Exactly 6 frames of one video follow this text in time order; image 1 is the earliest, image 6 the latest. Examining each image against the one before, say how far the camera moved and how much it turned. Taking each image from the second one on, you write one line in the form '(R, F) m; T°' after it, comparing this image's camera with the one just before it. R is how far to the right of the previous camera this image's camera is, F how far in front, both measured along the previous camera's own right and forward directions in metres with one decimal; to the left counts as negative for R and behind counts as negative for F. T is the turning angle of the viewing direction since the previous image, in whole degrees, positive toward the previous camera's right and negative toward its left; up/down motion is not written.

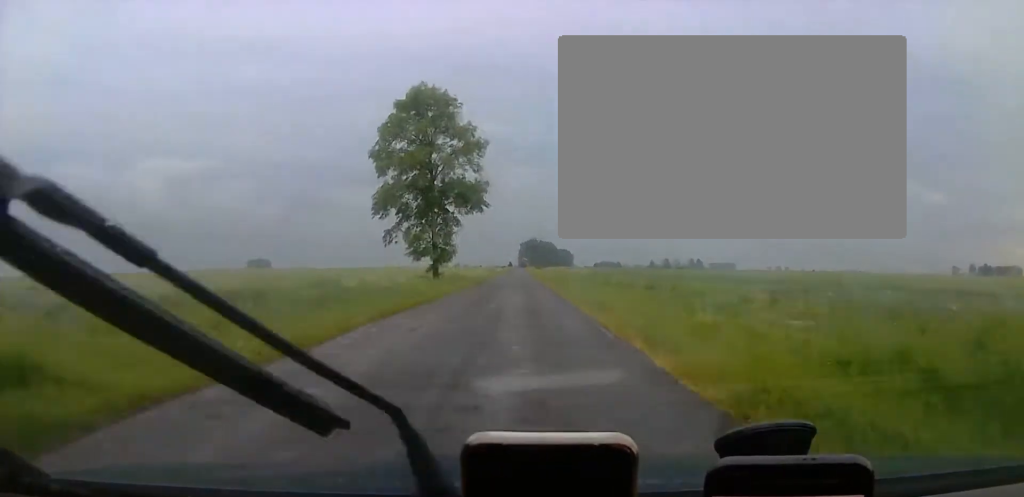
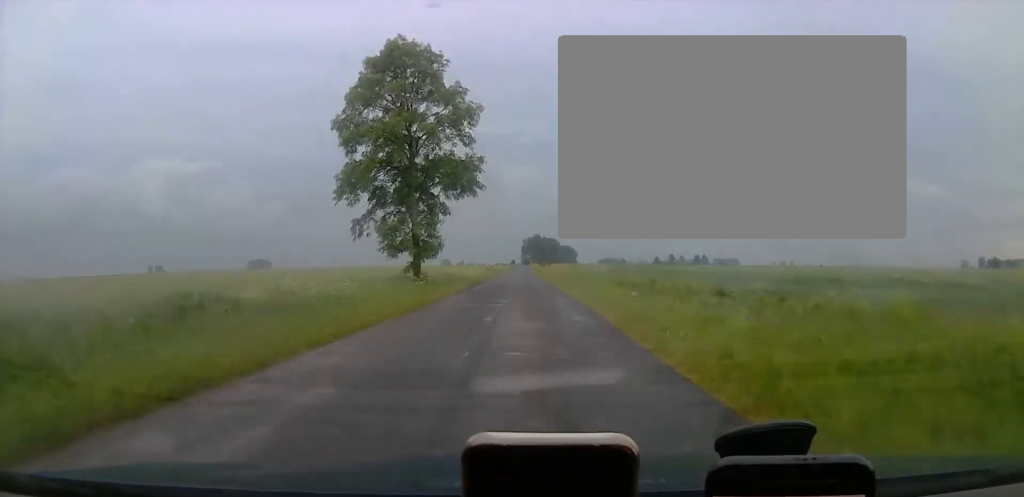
(-0.1, +11.4) m; 0°
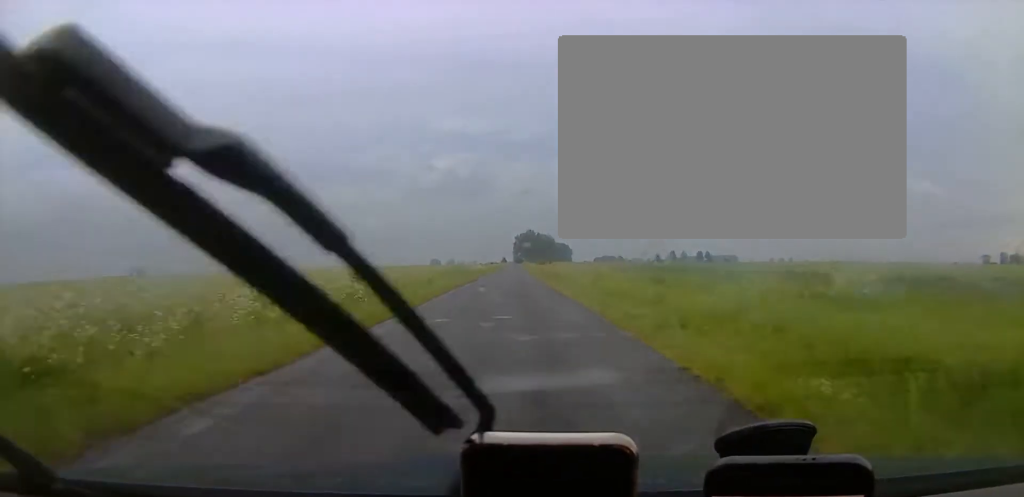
(+1.2, +51.7) m; +1°
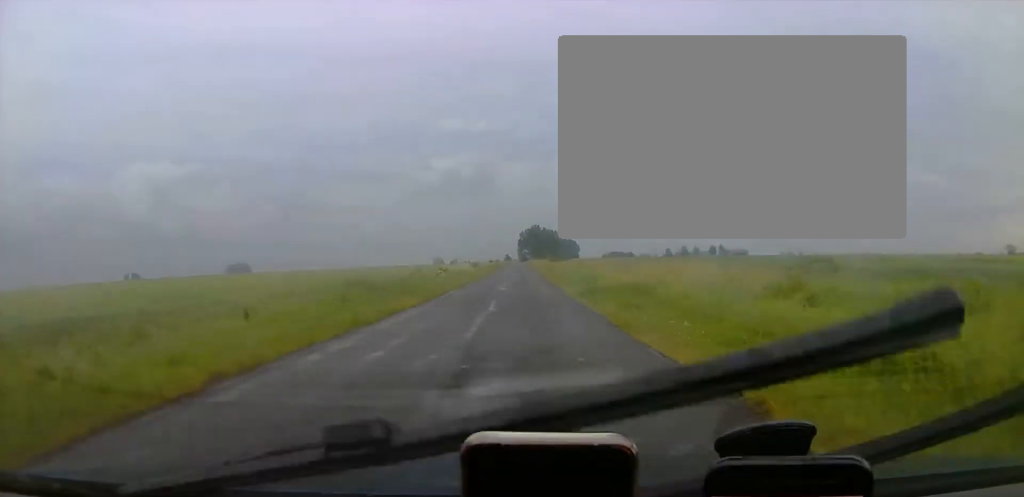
(-0.4, +36.4) m; -1°
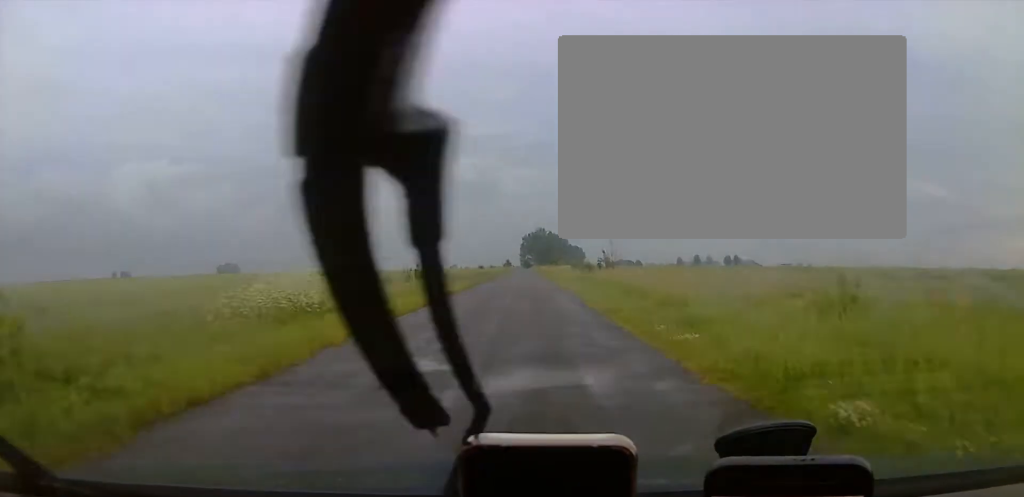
(-0.5, +44.6) m; -1°
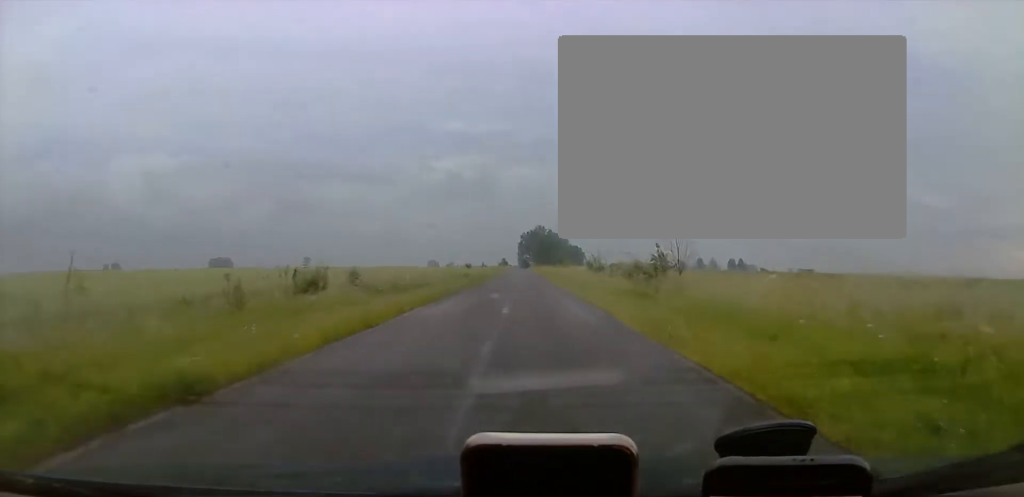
(0.0, +24.8) m; 0°
